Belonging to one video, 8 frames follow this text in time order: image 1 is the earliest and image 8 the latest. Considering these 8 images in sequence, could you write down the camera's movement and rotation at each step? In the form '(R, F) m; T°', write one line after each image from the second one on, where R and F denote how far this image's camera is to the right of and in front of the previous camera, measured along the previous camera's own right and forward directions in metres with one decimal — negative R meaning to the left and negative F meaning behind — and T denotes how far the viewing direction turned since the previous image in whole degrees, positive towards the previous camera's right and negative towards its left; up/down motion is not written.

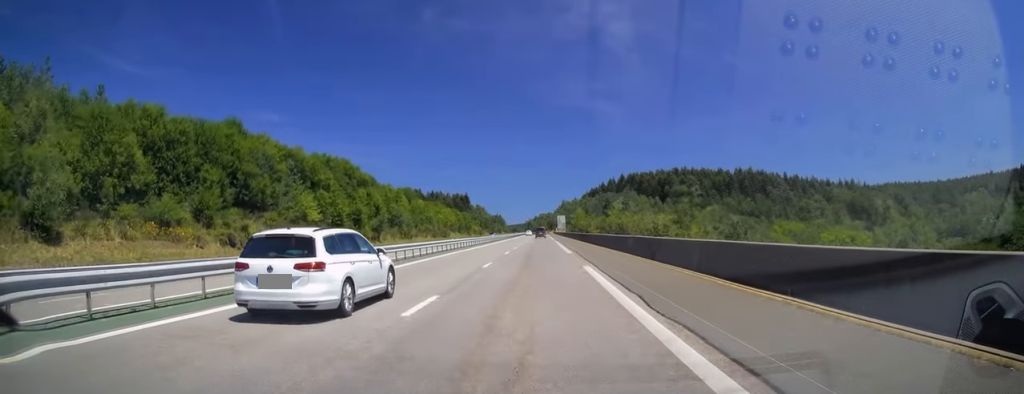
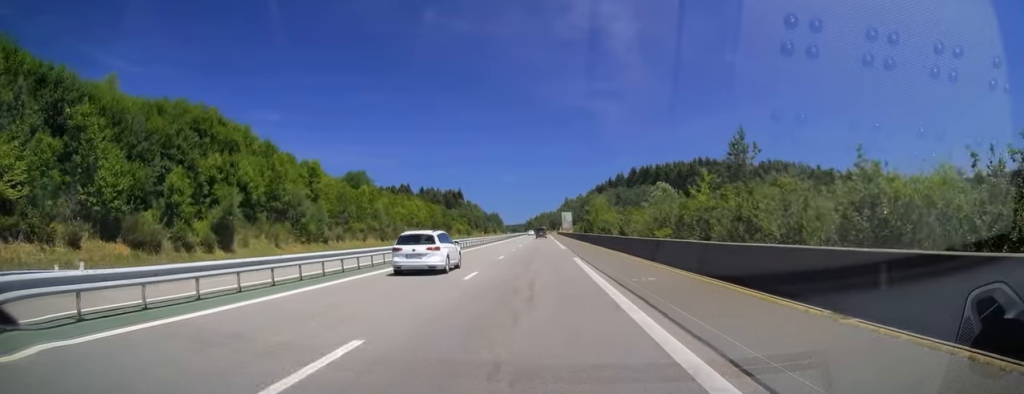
(-0.4, +44.0) m; -1°
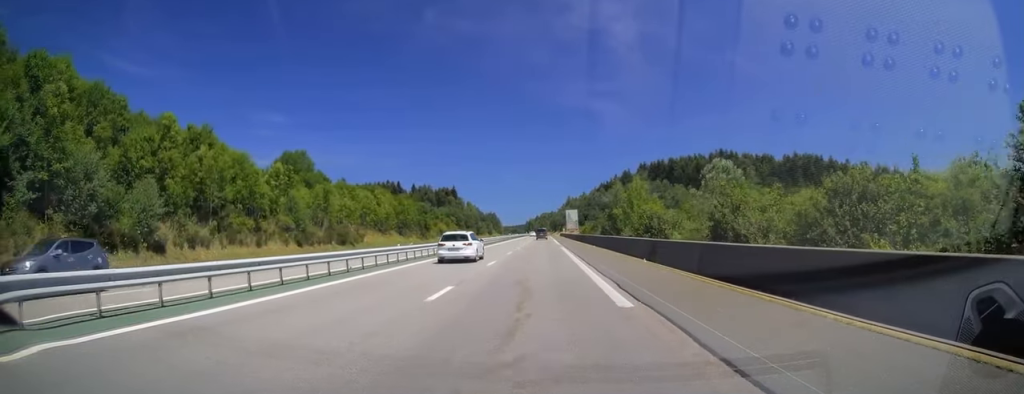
(0.0, +31.5) m; 0°
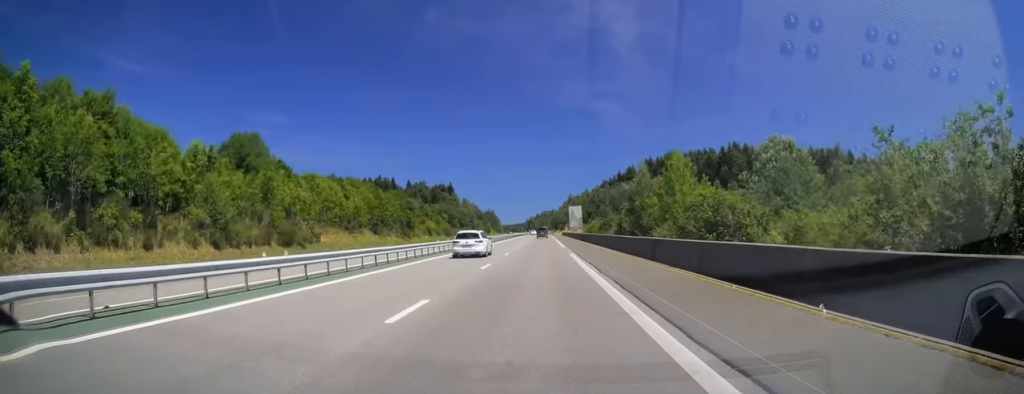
(0.0, +16.3) m; 0°
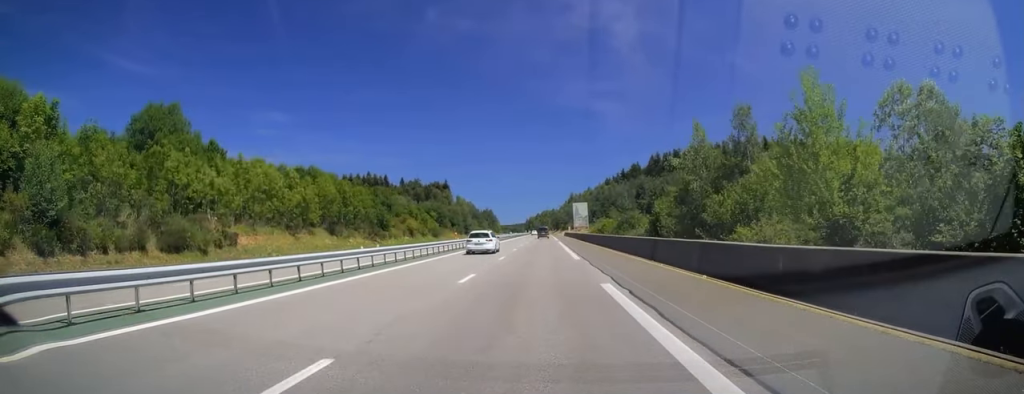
(0.0, +18.7) m; 0°
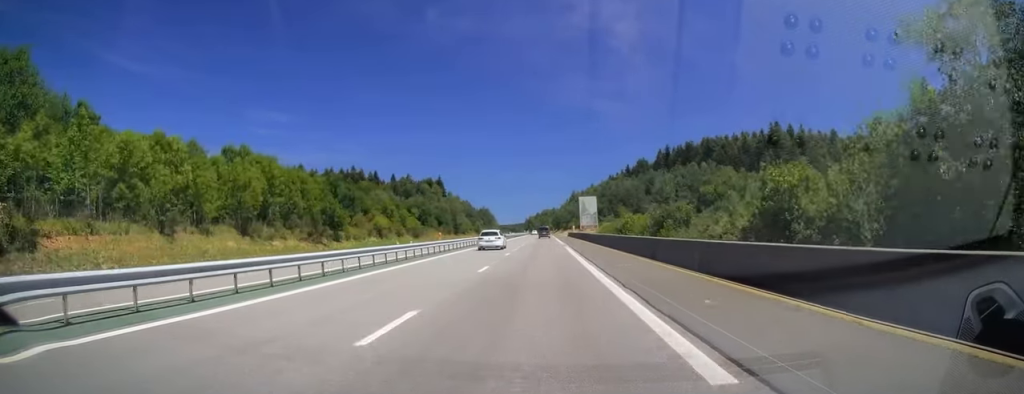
(0.0, +22.2) m; 0°
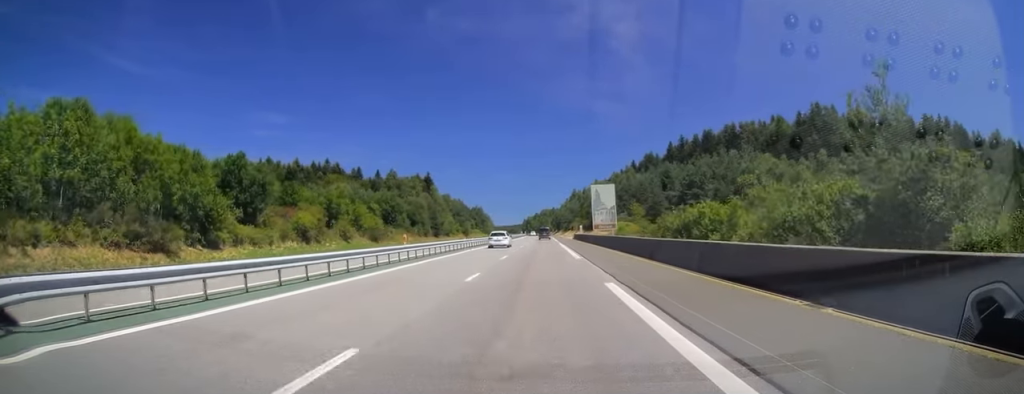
(+0.1, +29.5) m; 0°
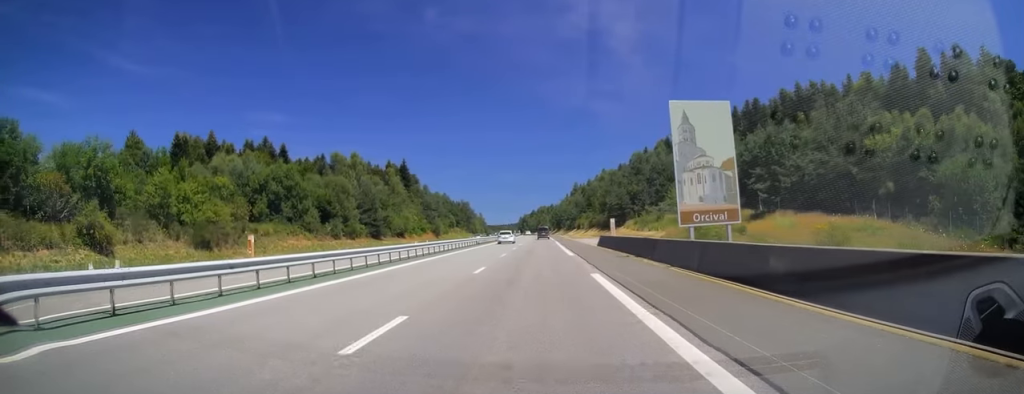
(-0.1, +49.2) m; 0°
